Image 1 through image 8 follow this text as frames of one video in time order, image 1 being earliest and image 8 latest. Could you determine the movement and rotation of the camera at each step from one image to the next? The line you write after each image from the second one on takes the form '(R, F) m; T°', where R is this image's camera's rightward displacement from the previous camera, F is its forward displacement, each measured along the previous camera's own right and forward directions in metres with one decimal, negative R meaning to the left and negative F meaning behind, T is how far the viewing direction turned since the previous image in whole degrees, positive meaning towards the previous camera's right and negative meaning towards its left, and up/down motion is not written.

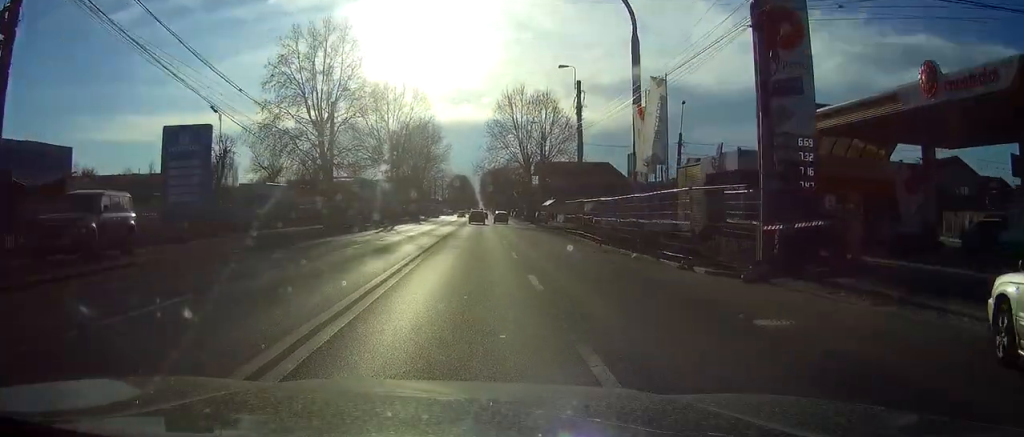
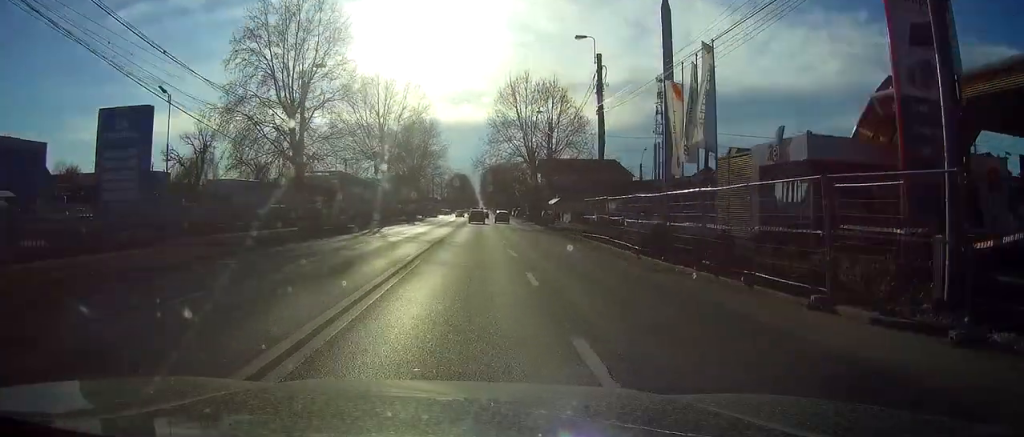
(0.0, +7.8) m; 0°
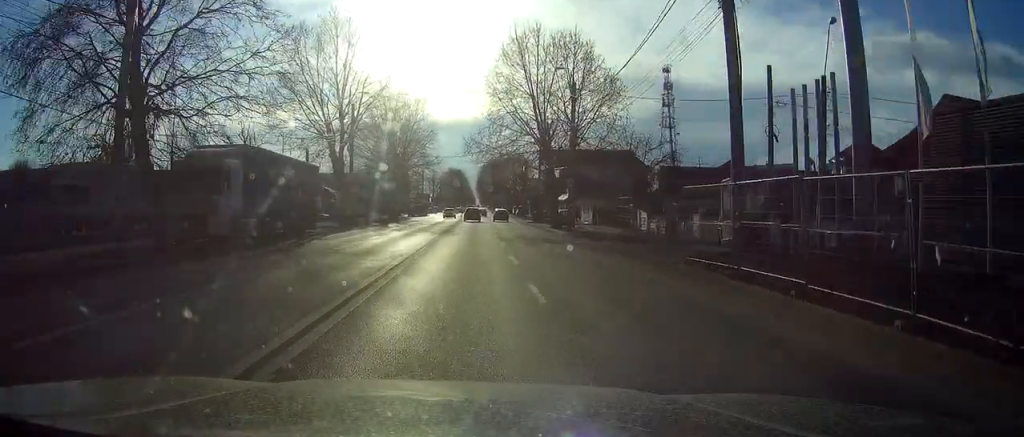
(0.0, +19.9) m; 0°
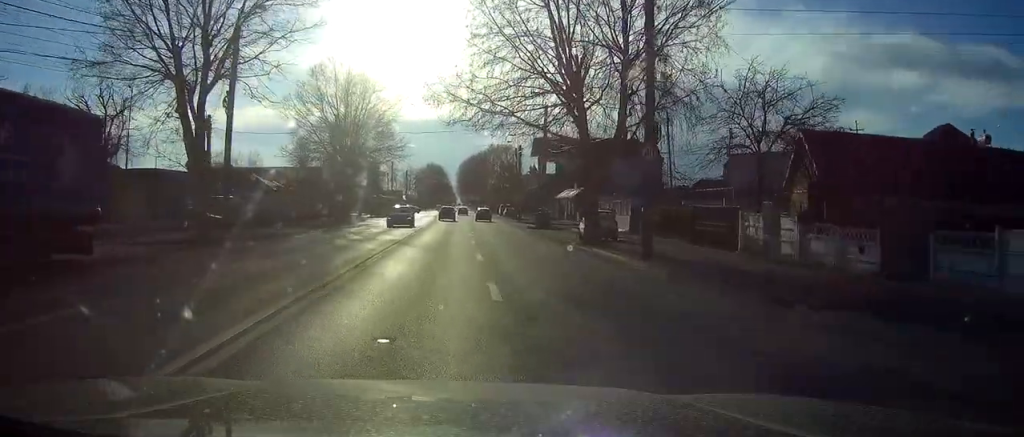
(+0.2, +24.8) m; +1°
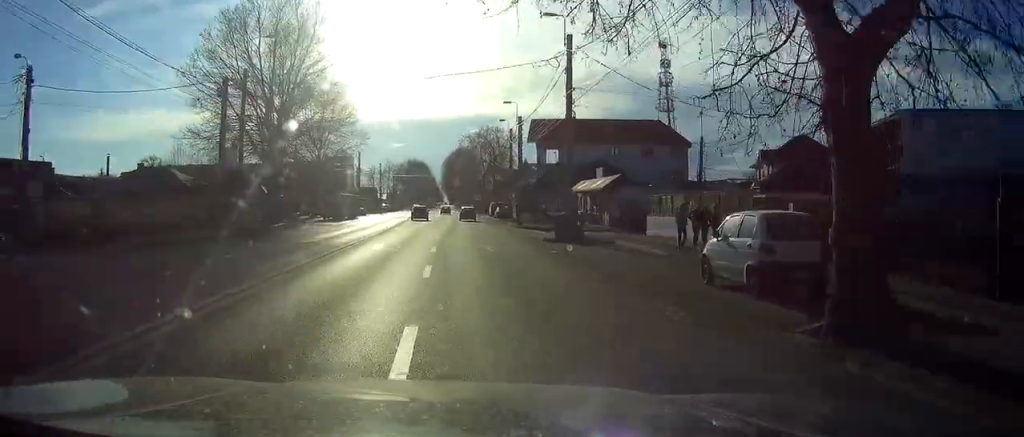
(+0.3, +22.8) m; +1°
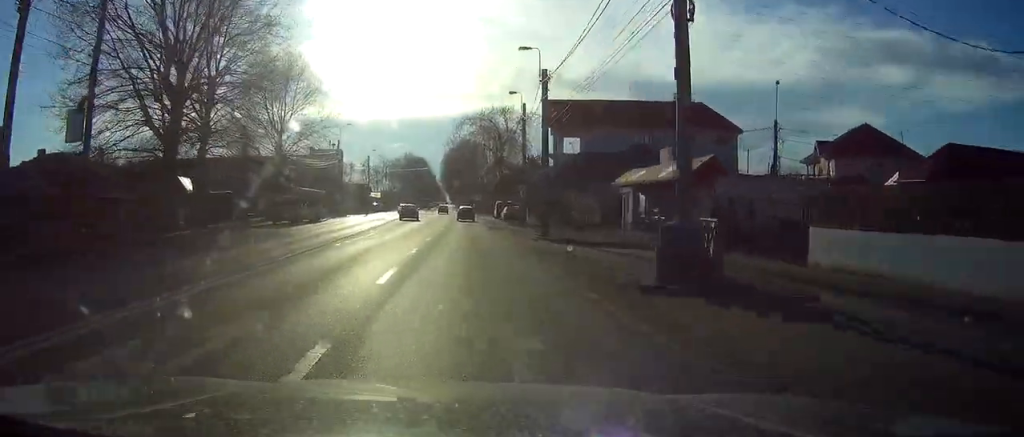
(0.0, +18.5) m; 0°
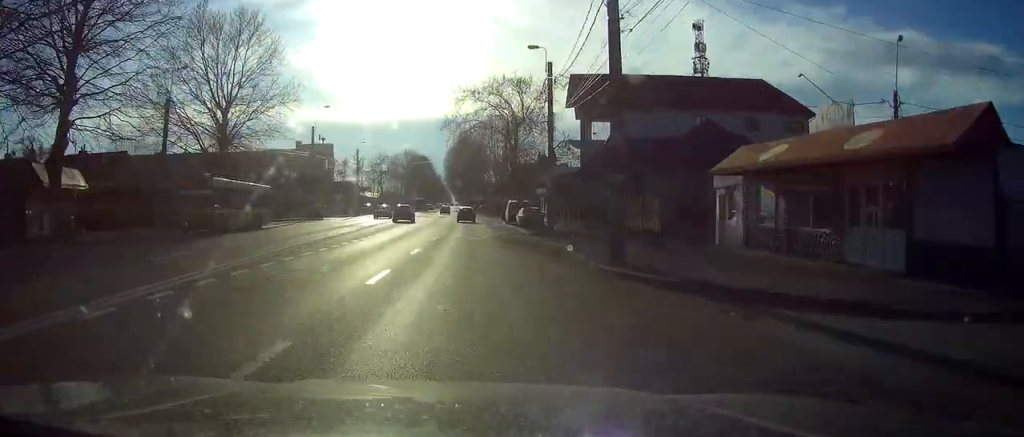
(-0.1, +17.1) m; 0°
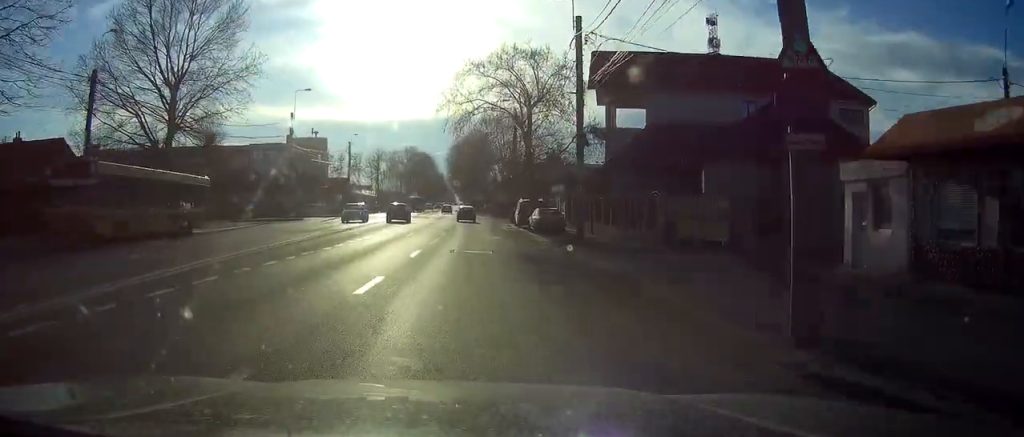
(0.0, +10.2) m; 0°
